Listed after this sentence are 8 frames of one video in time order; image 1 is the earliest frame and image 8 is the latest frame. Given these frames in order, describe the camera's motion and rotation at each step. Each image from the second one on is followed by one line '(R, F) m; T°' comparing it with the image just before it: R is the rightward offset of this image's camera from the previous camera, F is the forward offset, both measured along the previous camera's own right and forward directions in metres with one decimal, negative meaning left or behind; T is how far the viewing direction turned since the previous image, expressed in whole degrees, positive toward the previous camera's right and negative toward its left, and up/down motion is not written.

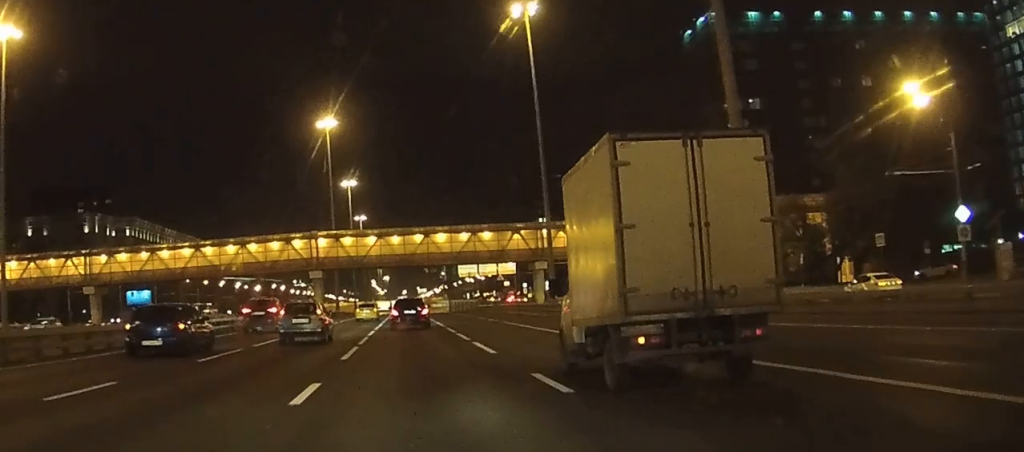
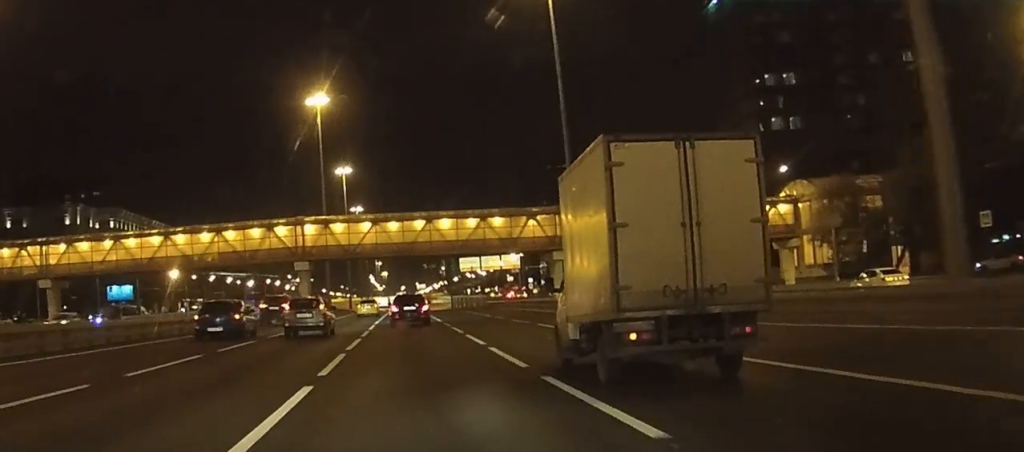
(0.0, +14.5) m; 0°
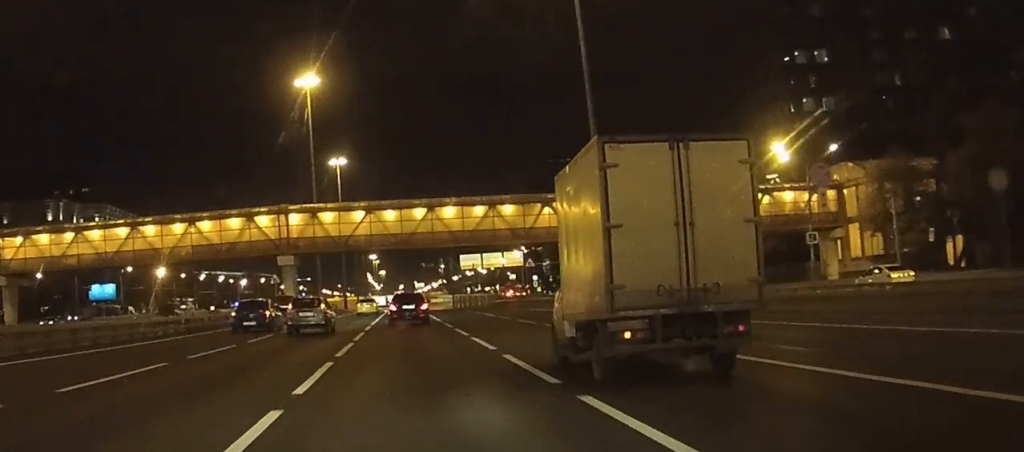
(0.0, +11.6) m; 0°
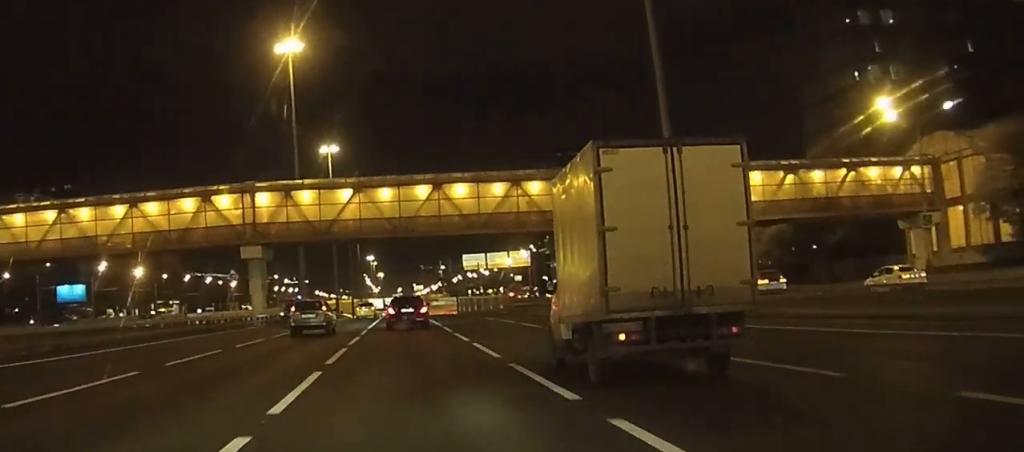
(0.0, +18.0) m; 0°
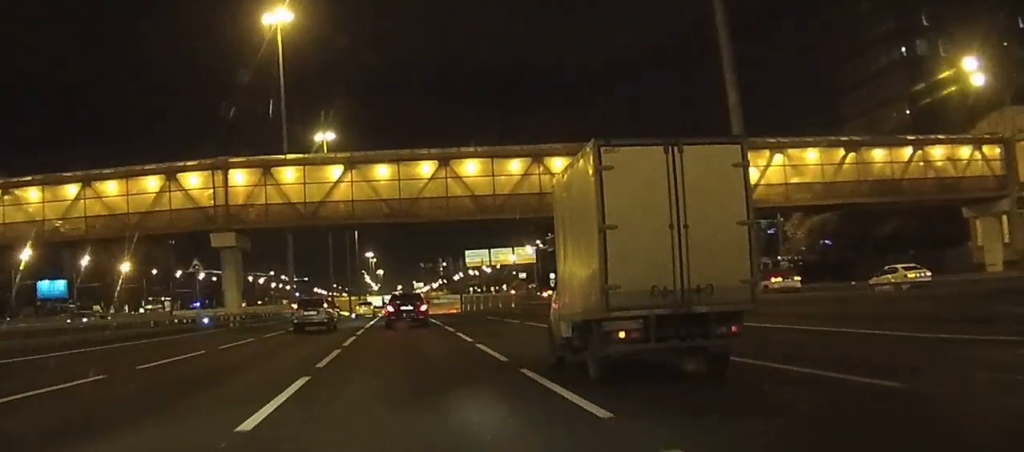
(0.0, +9.9) m; 0°
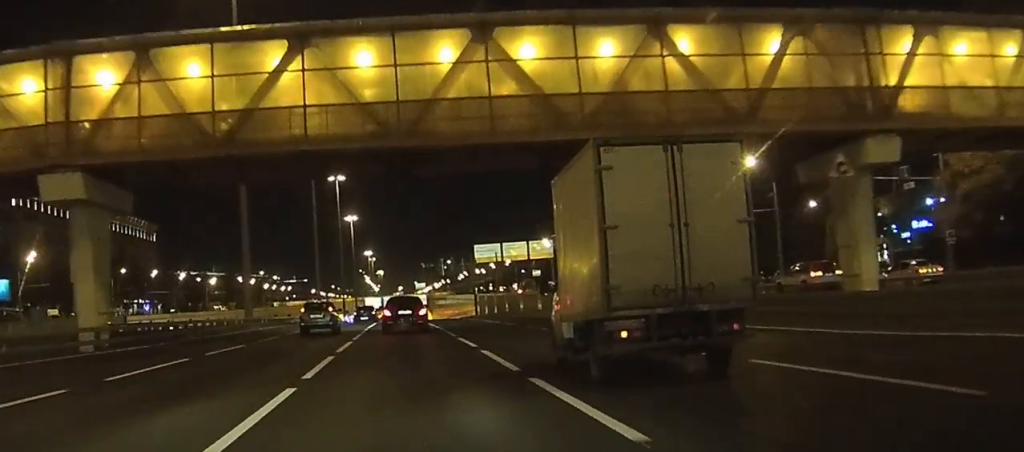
(0.0, +25.1) m; 0°
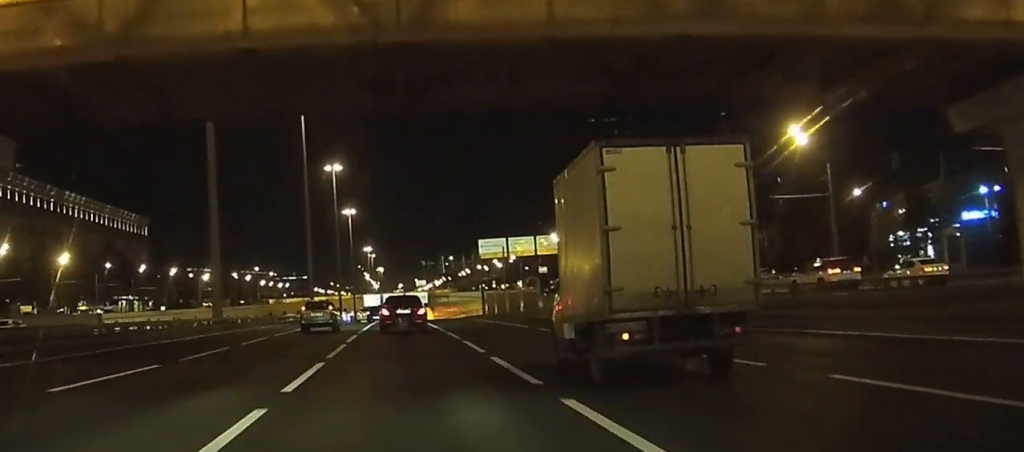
(0.0, +10.1) m; 0°
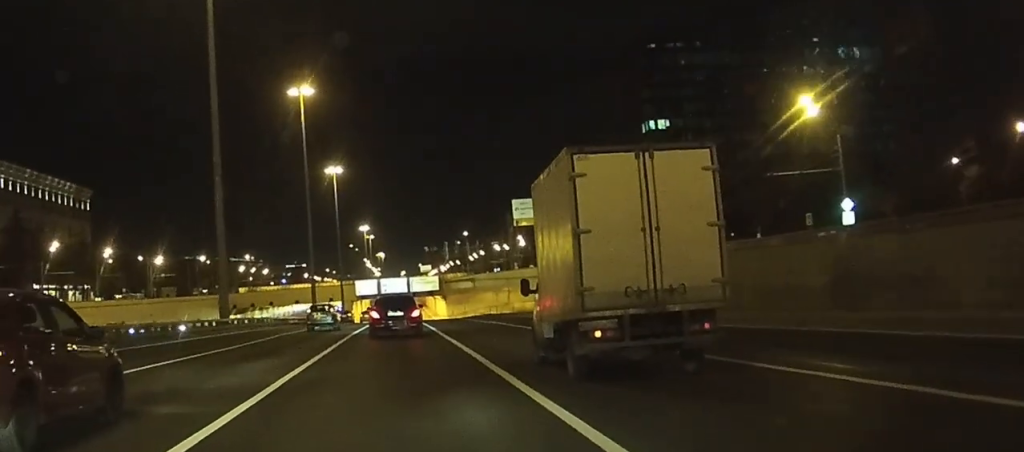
(+0.1, +49.5) m; -1°
